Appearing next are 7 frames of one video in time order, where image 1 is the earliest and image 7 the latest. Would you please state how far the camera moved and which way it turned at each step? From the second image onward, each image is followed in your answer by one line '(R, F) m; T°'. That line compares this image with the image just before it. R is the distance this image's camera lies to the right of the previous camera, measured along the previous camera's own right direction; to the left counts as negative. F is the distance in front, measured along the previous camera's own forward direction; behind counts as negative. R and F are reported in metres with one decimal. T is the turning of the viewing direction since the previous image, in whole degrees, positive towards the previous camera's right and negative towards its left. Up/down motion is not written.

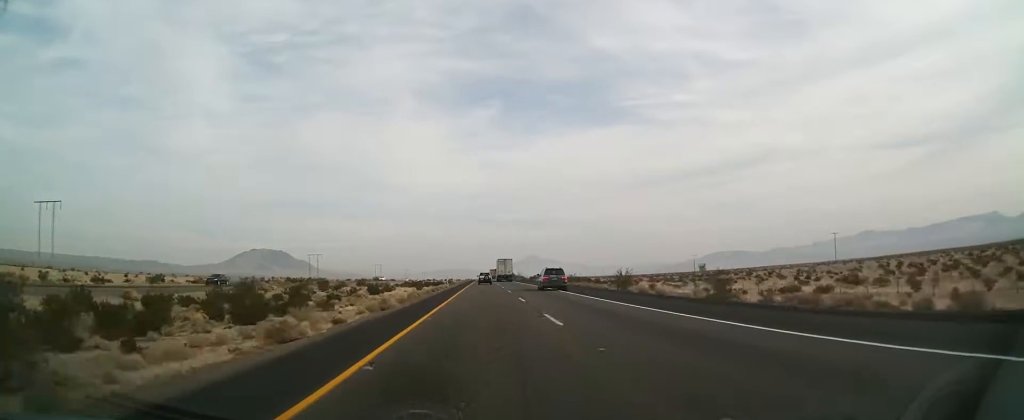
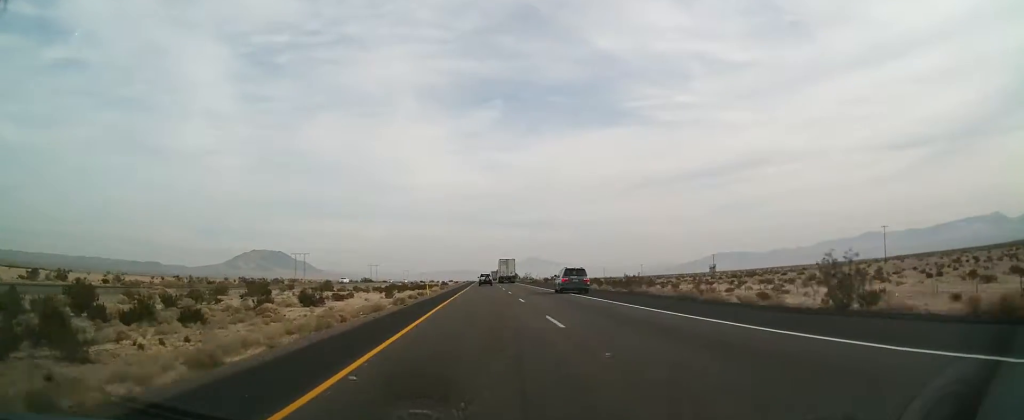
(-0.1, +29.8) m; 0°
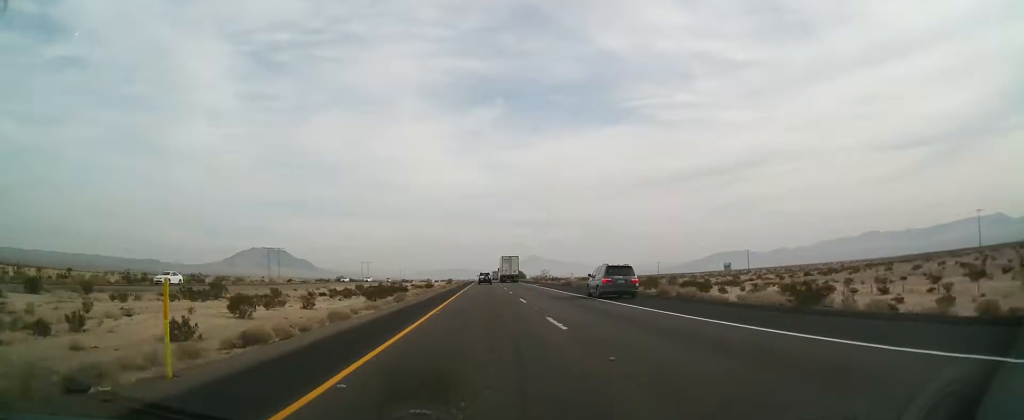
(+0.1, +44.2) m; 0°
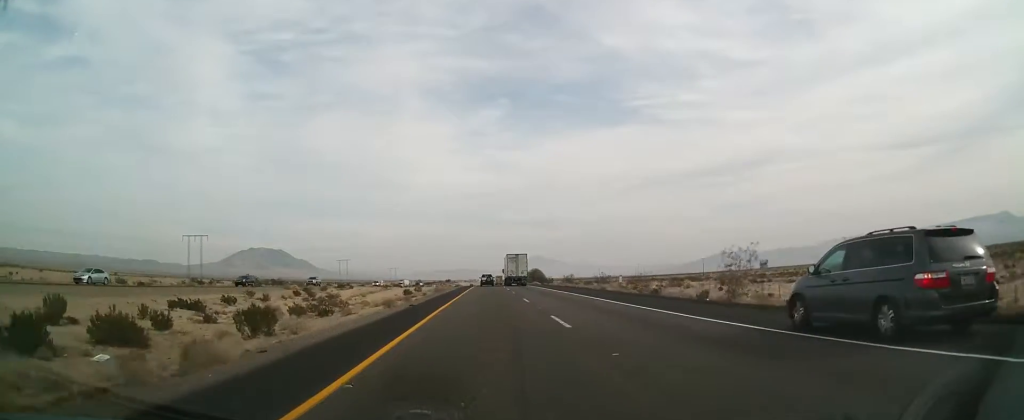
(-0.5, +87.8) m; 0°
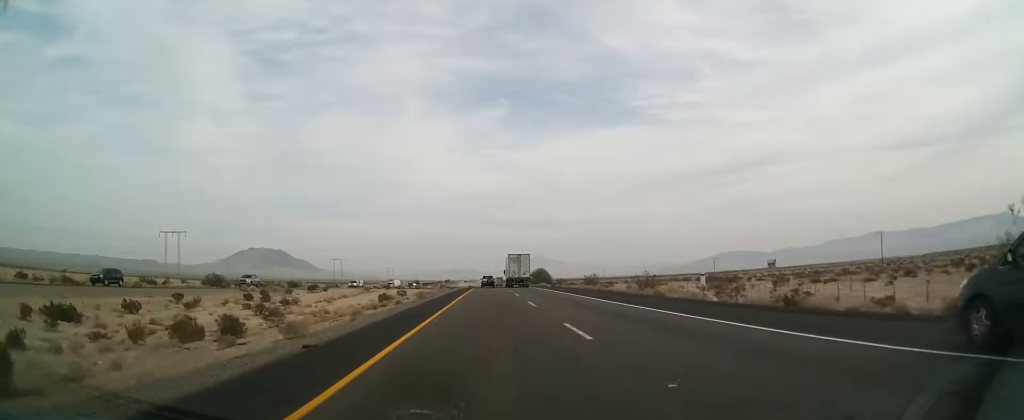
(+0.3, +17.3) m; 0°
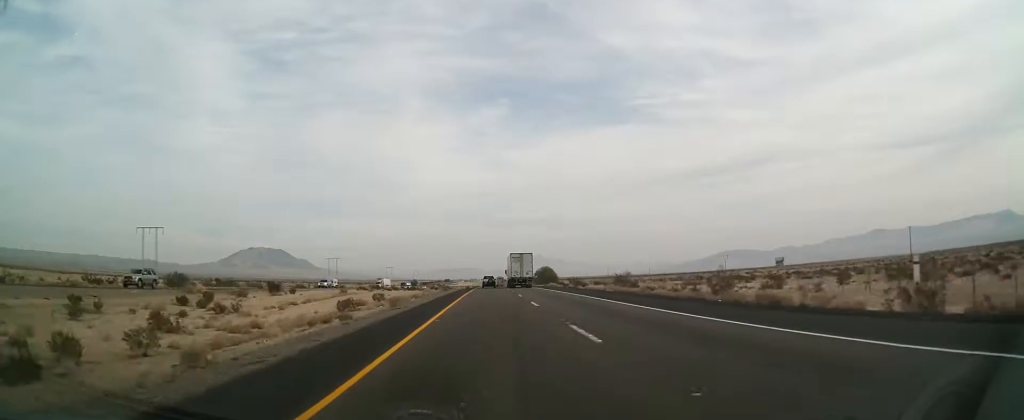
(+0.3, +15.1) m; 0°
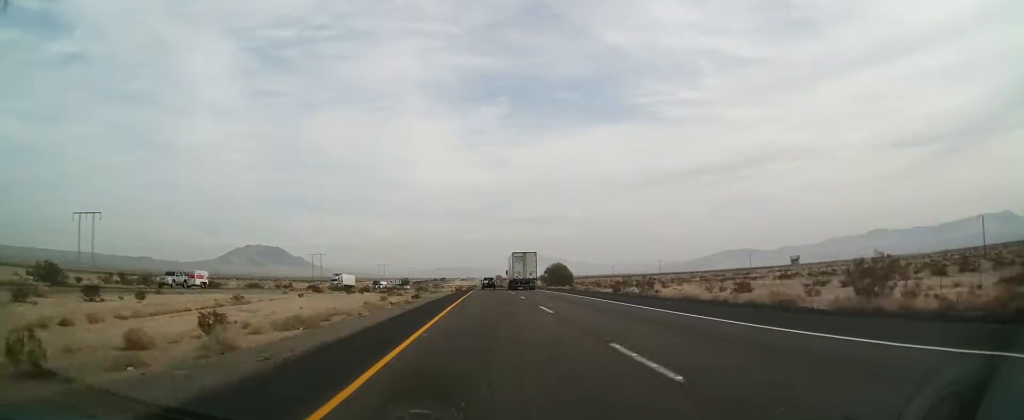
(-0.7, +33.5) m; -1°
